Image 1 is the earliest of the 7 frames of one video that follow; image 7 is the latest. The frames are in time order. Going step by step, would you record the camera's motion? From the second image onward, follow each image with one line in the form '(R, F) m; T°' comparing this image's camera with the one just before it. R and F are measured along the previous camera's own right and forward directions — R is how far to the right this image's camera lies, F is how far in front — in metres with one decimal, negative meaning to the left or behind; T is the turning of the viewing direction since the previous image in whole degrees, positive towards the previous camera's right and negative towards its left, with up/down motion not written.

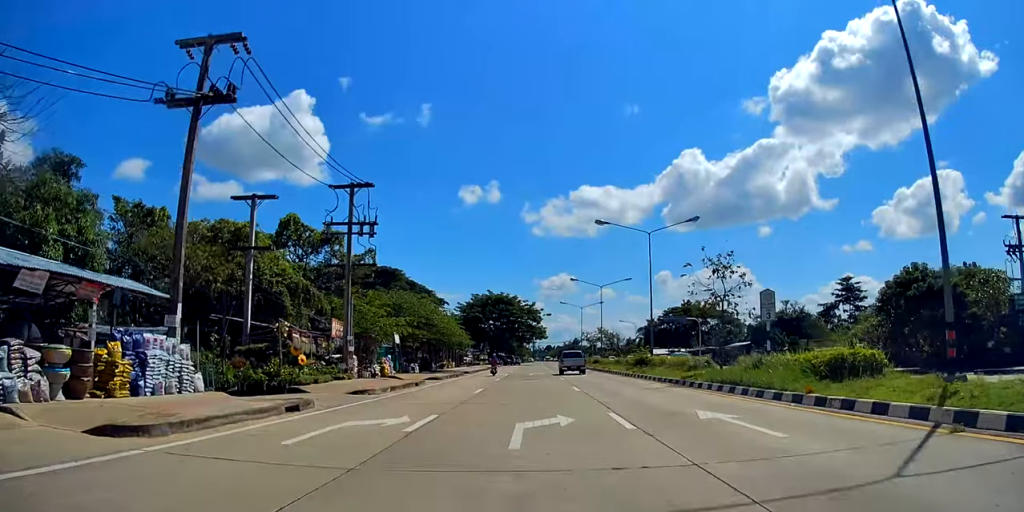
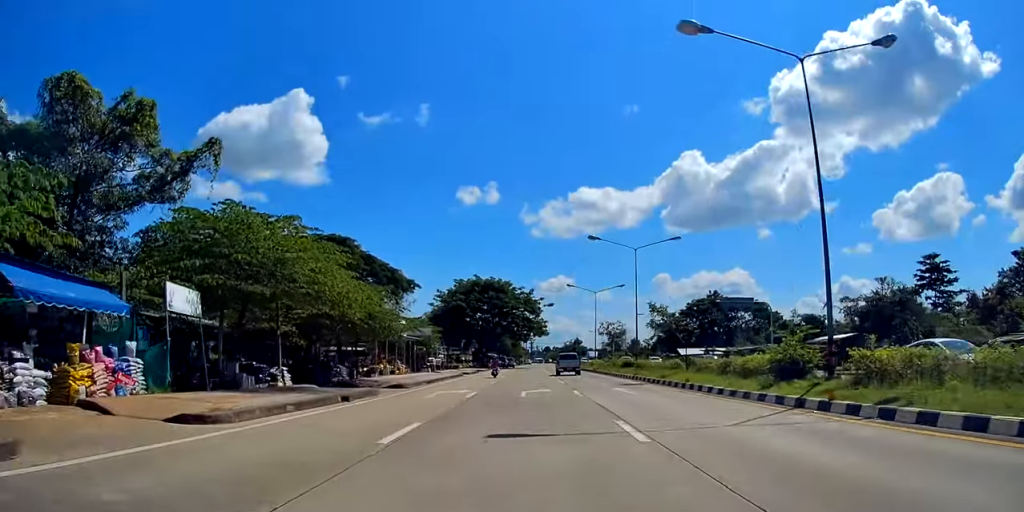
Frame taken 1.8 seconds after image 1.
(+0.2, +25.2) m; 0°
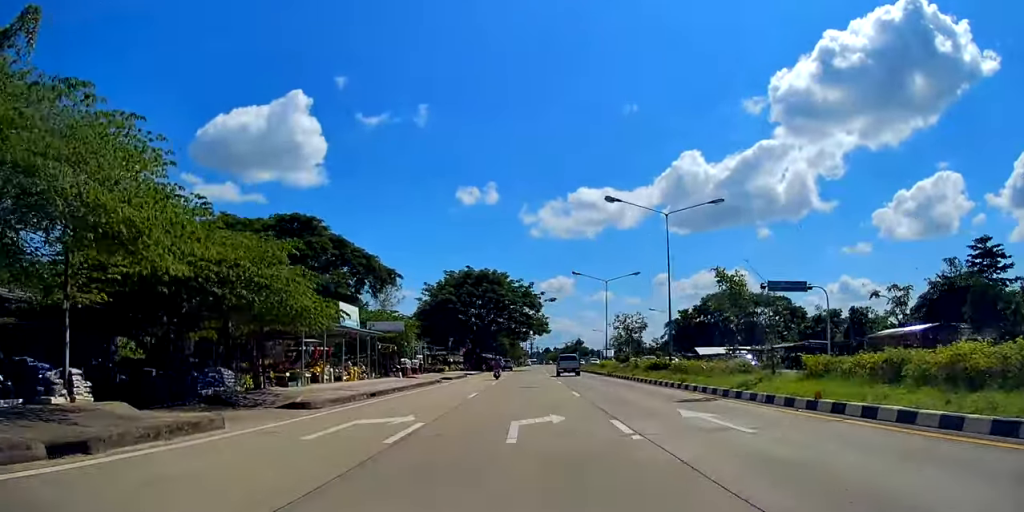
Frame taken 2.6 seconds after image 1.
(-0.2, +11.7) m; 0°
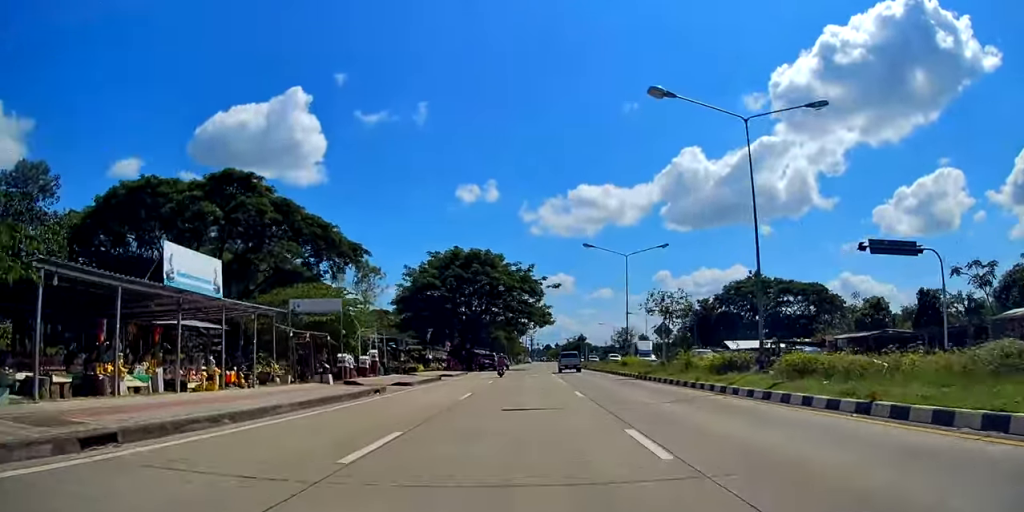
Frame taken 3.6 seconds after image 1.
(+0.4, +14.3) m; 0°
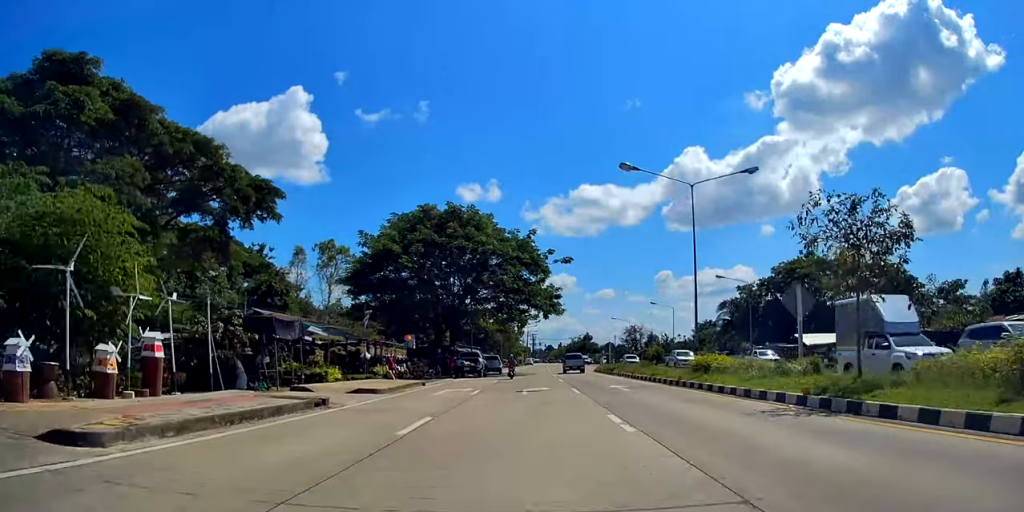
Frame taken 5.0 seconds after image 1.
(+0.1, +21.0) m; +3°
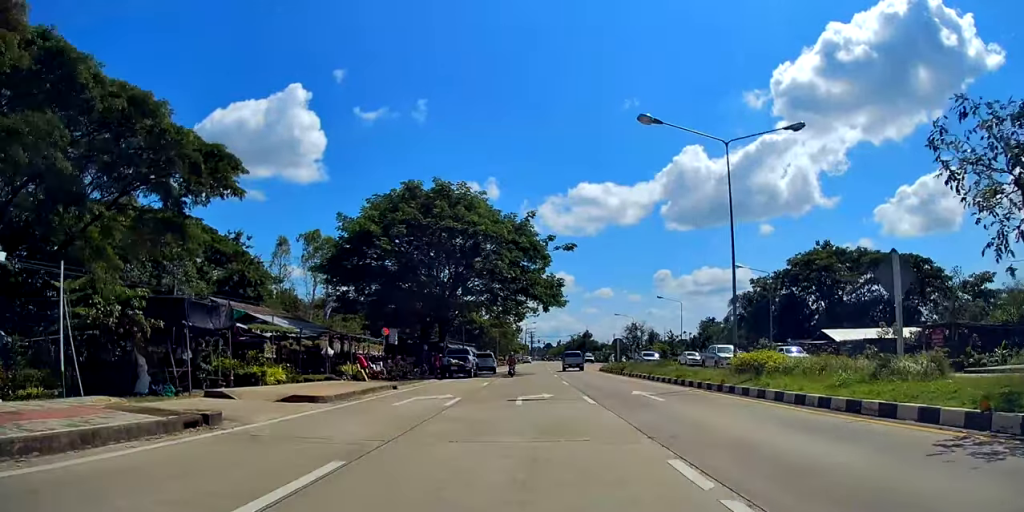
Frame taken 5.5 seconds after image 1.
(+0.1, +6.3) m; 0°
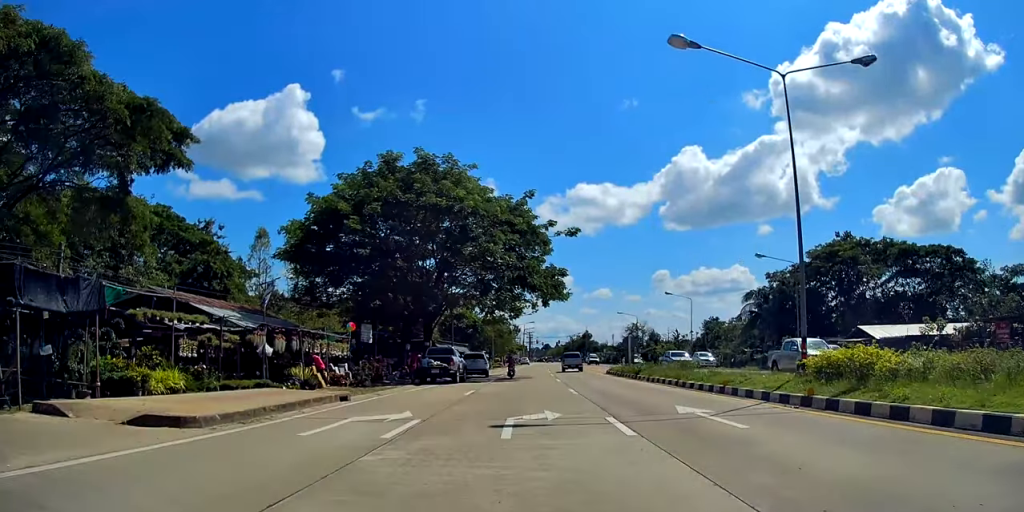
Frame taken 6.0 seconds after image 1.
(+0.1, +6.5) m; -2°
